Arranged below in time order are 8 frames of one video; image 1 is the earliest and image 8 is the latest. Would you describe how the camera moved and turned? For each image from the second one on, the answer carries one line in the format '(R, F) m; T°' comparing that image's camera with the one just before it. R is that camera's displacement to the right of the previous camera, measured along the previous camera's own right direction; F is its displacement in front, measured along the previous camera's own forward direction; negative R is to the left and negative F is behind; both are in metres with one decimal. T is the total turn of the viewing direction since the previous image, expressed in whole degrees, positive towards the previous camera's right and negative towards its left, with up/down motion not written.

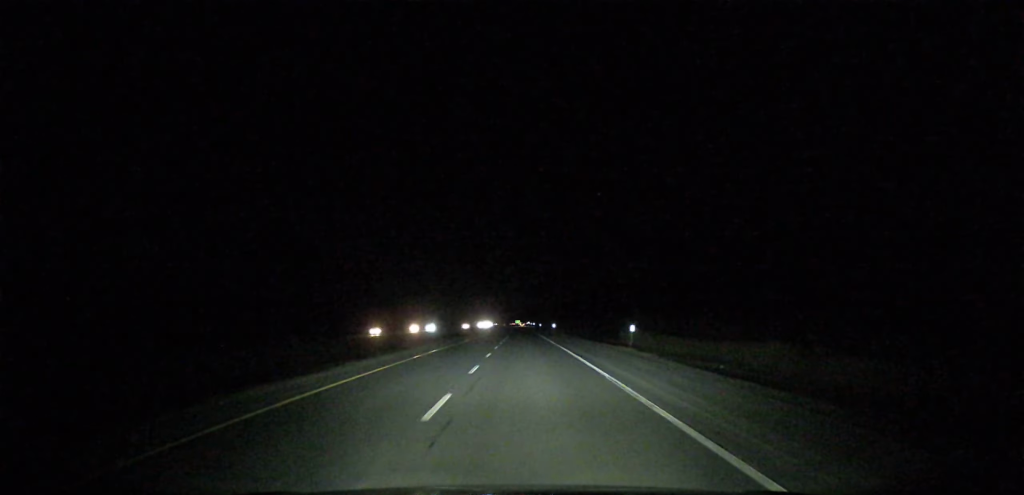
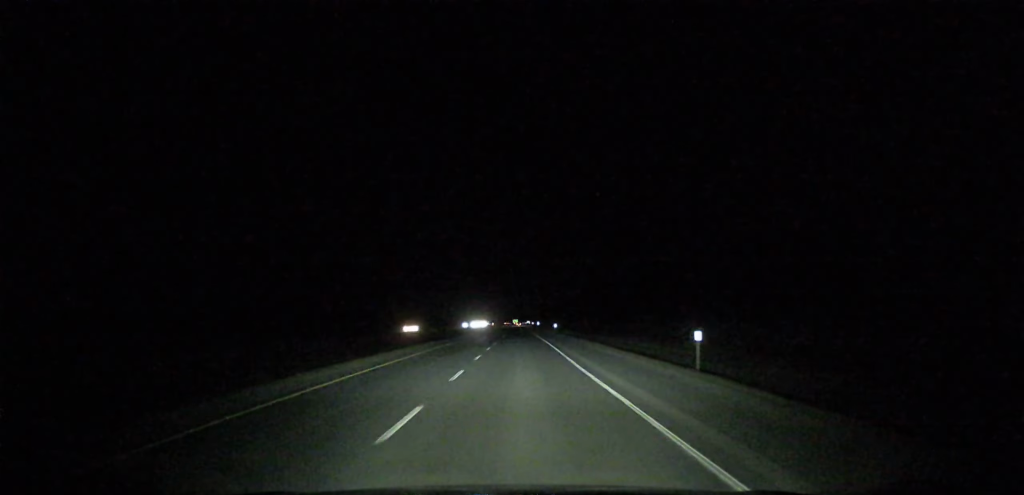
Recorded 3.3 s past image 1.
(+0.1, +119.5) m; 0°
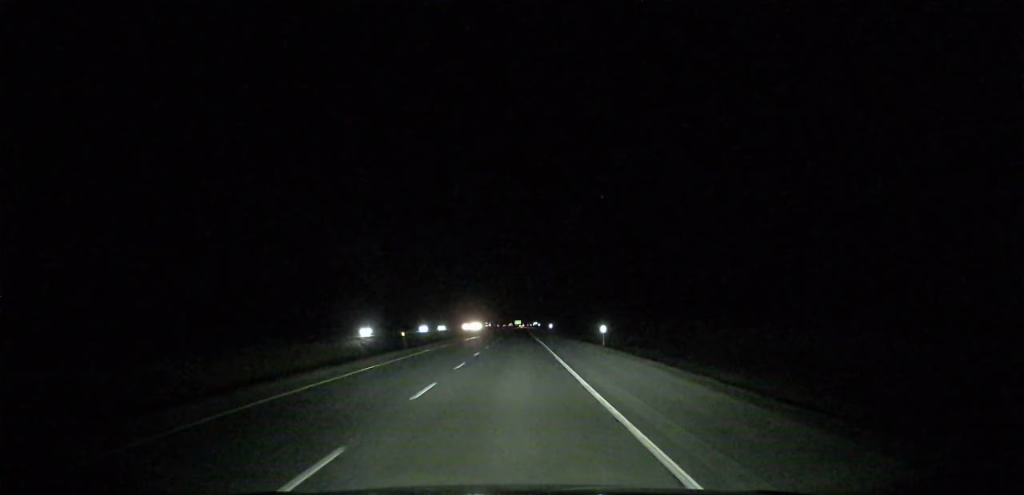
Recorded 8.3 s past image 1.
(-0.3, +178.2) m; 0°
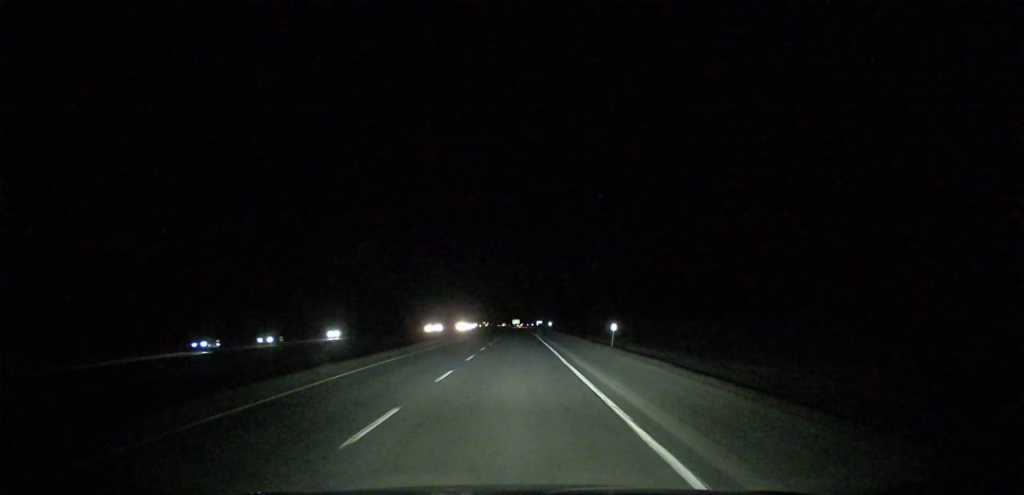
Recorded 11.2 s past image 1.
(-0.2, +103.6) m; 0°
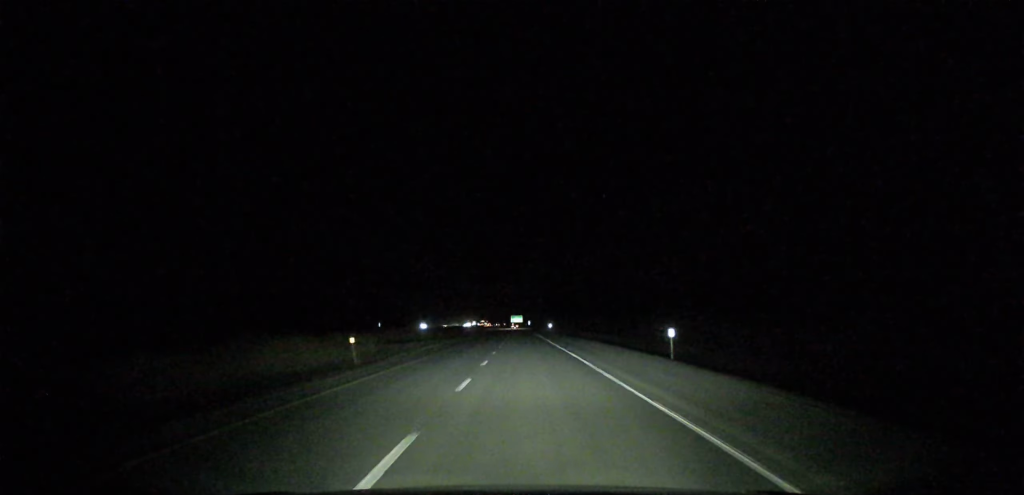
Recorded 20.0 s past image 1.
(-1.3, +317.6) m; -1°
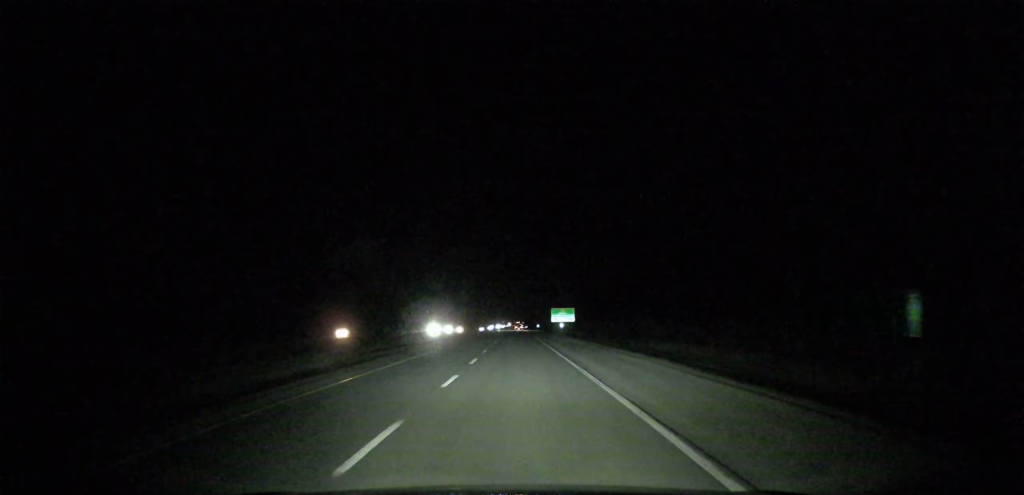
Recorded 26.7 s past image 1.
(-4.5, +243.4) m; -2°
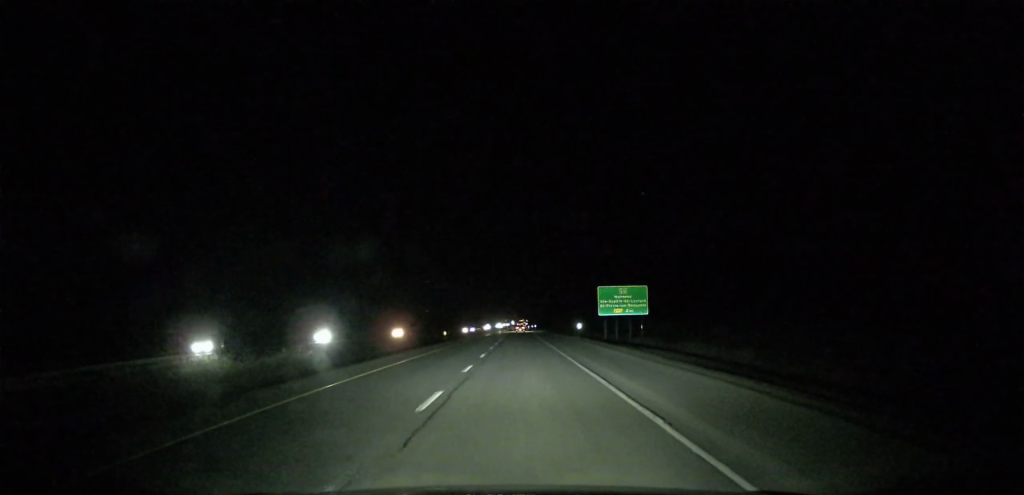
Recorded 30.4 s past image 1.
(-1.1, +131.9) m; -1°
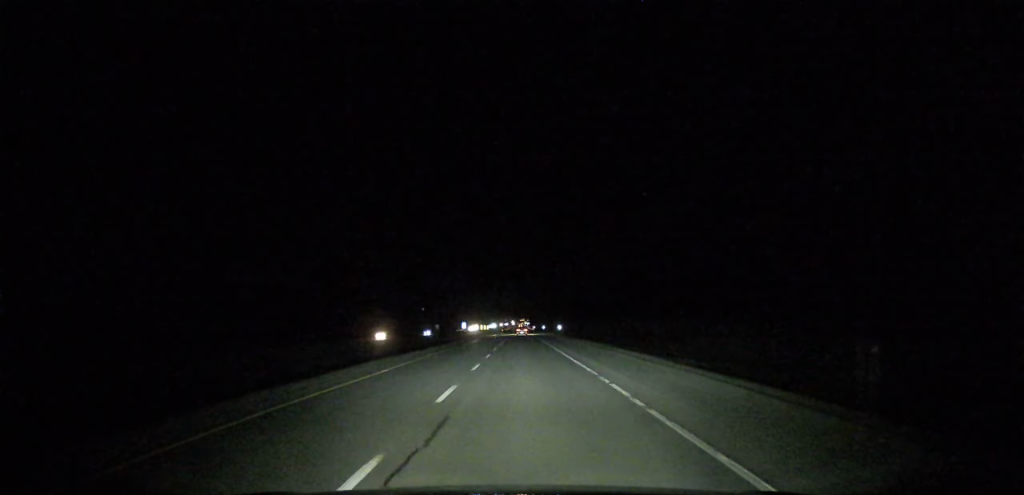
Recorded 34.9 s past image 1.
(-0.8, +159.3) m; 0°
